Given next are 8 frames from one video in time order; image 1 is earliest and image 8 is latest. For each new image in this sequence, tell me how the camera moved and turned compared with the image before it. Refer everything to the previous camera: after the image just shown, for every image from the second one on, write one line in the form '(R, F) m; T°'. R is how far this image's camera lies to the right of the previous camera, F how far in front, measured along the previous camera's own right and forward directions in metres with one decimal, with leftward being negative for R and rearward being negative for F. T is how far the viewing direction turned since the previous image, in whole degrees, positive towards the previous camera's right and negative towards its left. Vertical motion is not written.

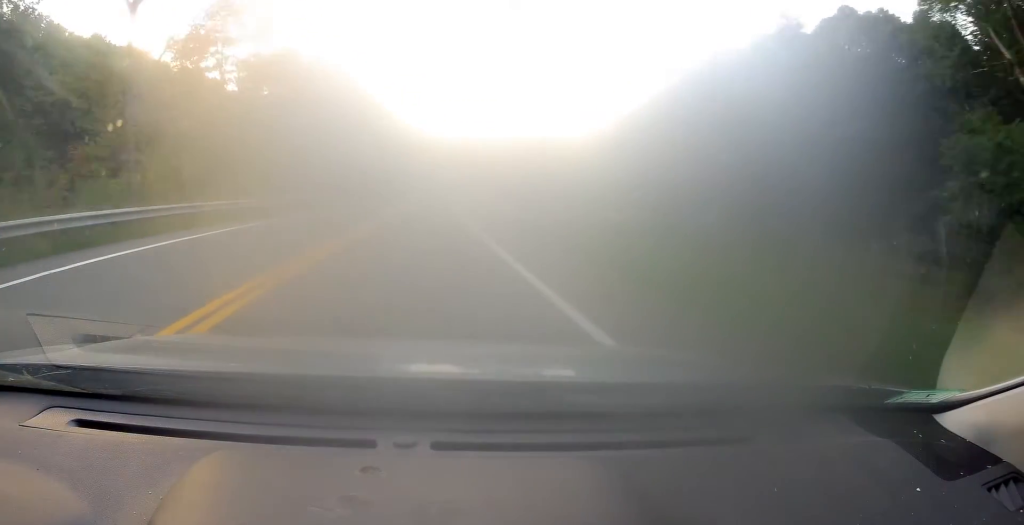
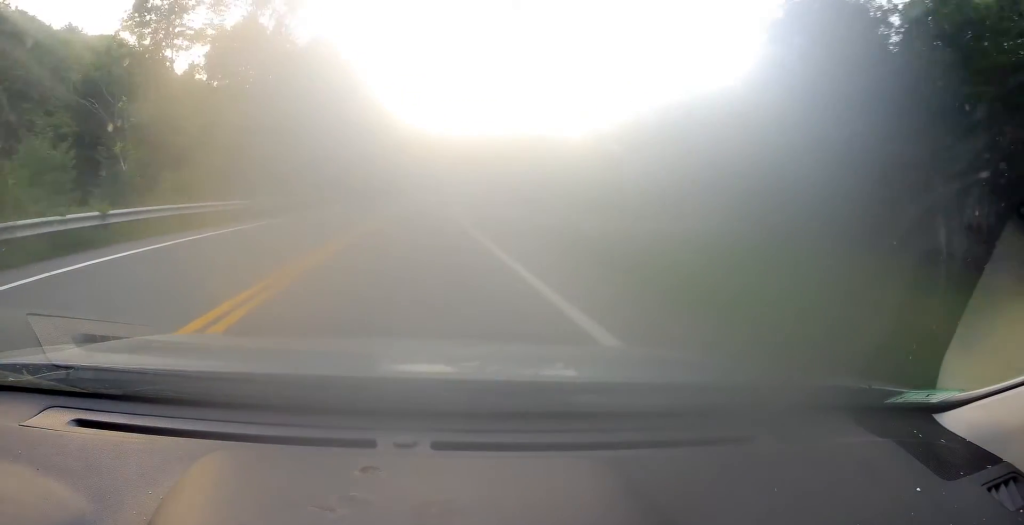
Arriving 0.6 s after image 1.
(+0.3, +9.9) m; +2°
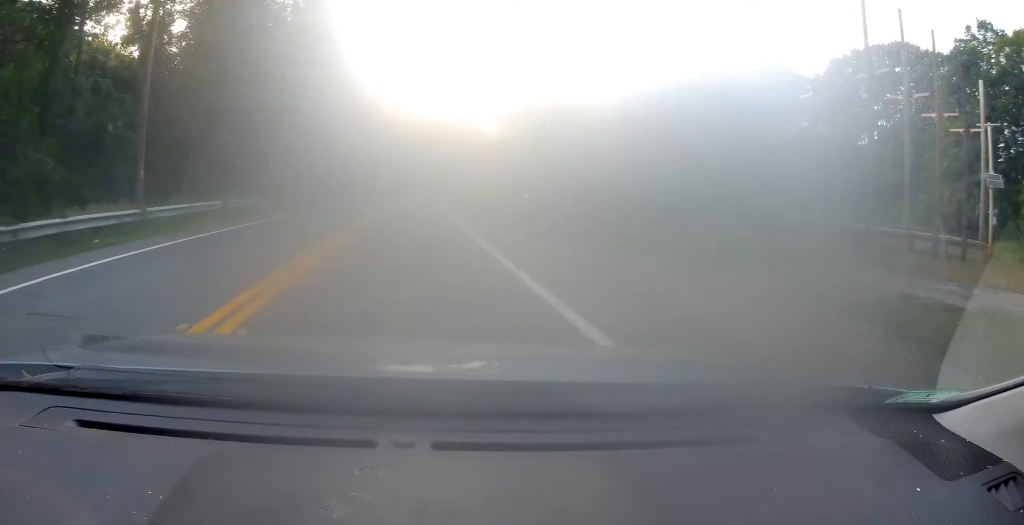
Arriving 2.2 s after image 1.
(+0.6, +27.0) m; +1°
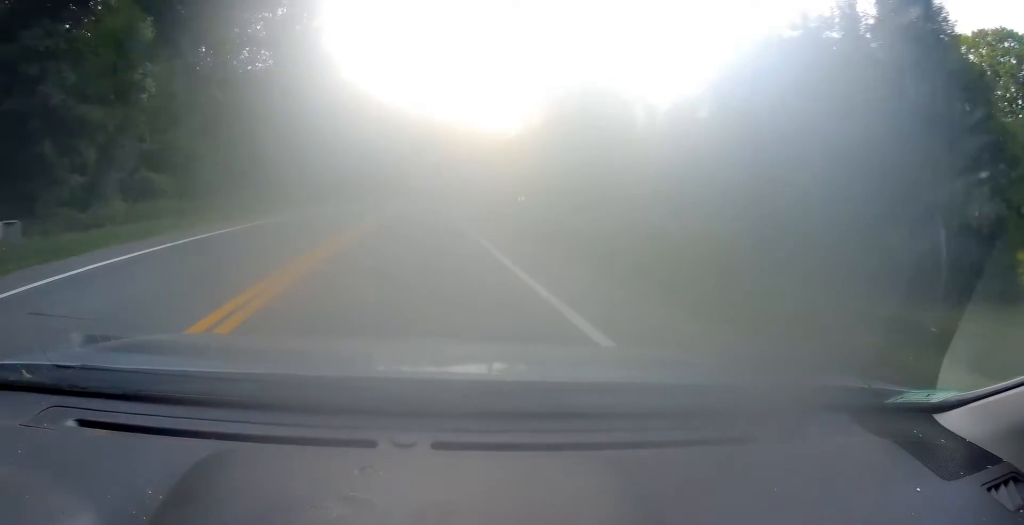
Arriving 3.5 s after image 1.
(+0.3, +22.0) m; +2°
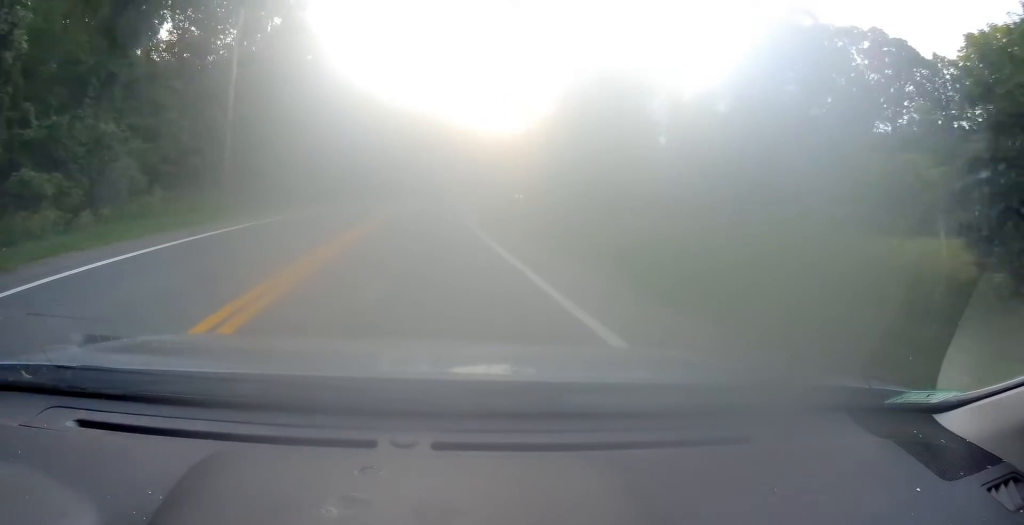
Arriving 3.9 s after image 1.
(+0.3, +8.3) m; +1°
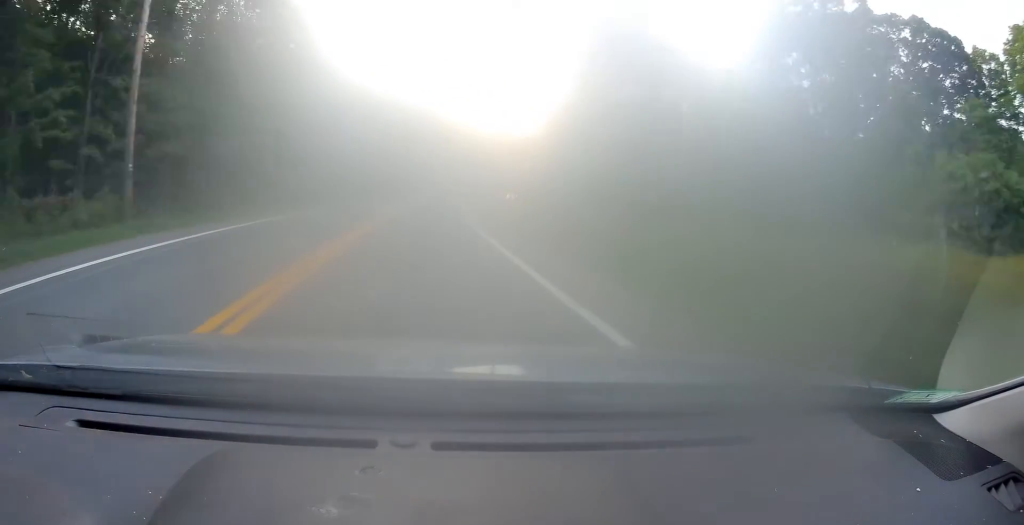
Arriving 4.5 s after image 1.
(+0.1, +9.6) m; 0°
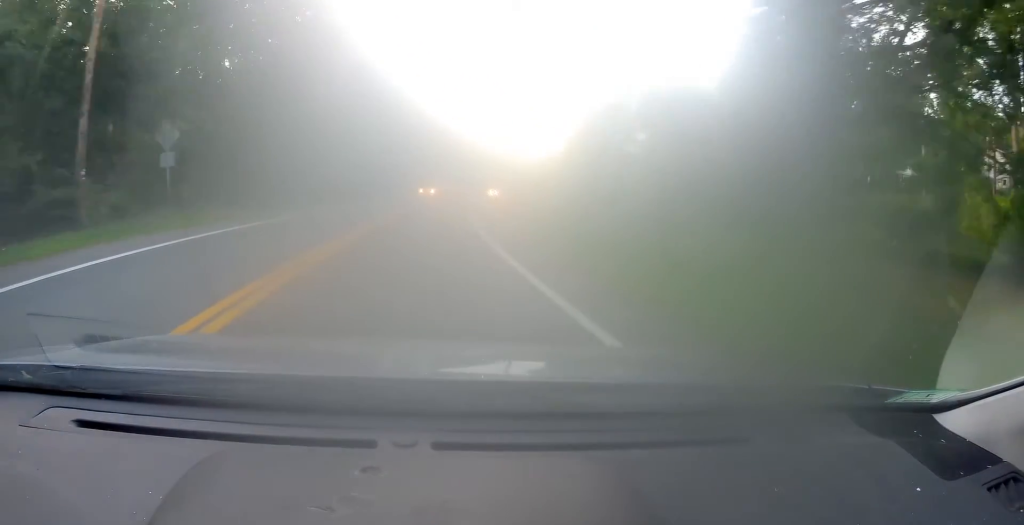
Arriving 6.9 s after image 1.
(+1.6, +44.5) m; +7°
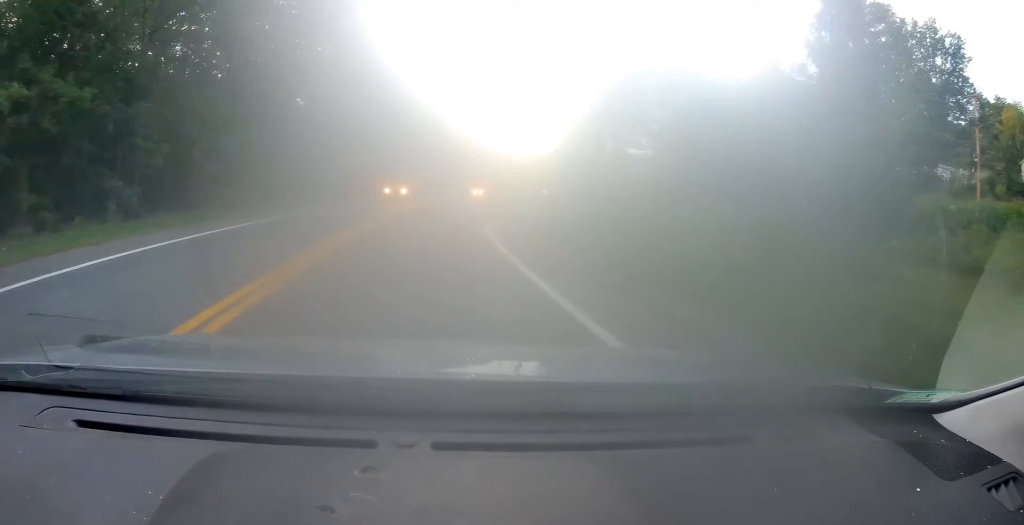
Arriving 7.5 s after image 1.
(+0.3, +11.7) m; +2°
